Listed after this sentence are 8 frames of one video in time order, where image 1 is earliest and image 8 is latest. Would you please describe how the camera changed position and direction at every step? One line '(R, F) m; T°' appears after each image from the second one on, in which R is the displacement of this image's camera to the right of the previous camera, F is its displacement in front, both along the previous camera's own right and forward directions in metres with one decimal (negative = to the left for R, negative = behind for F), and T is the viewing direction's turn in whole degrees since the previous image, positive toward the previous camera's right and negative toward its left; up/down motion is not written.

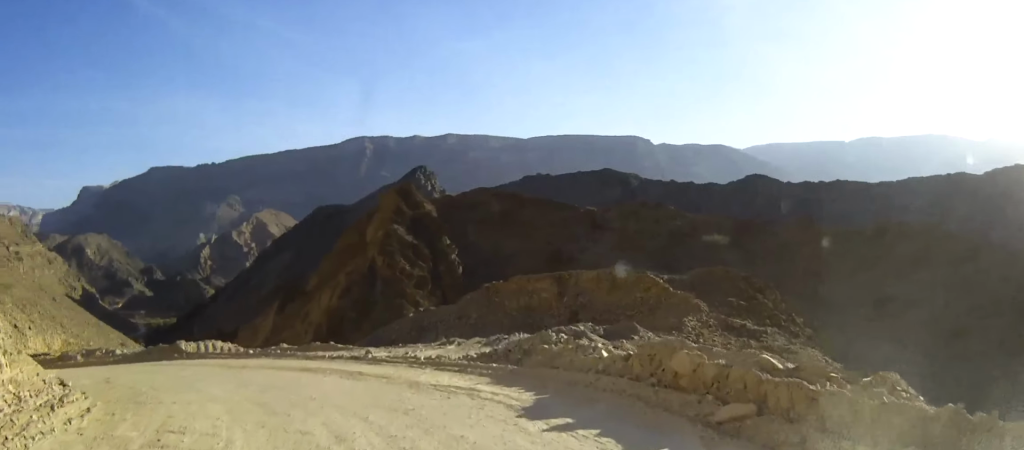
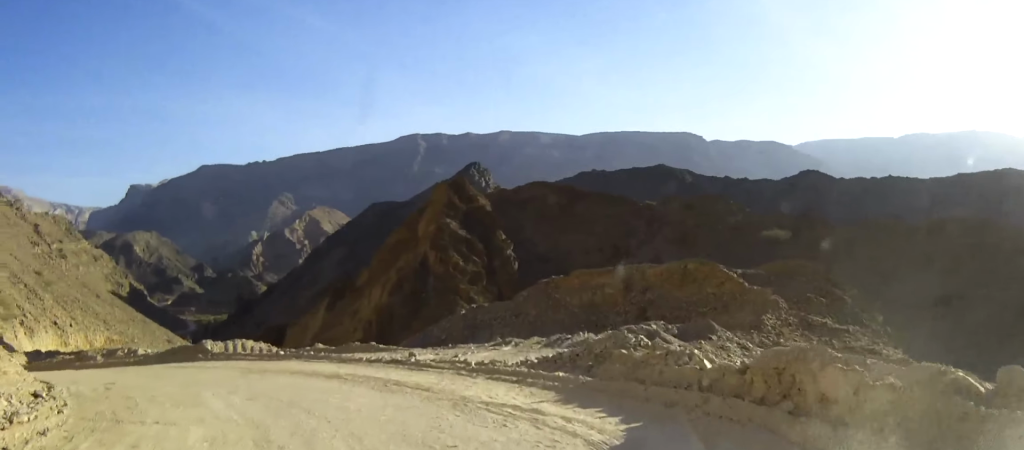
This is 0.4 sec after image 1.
(-0.1, +3.4) m; -4°
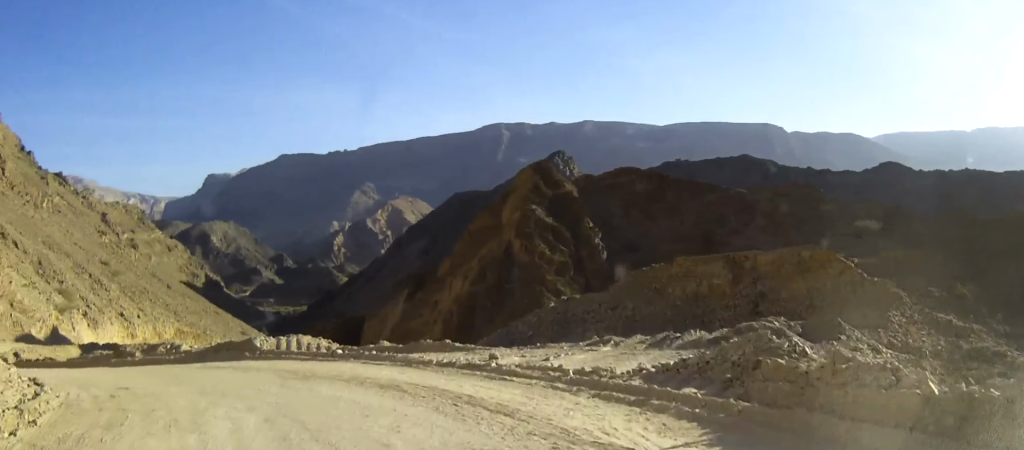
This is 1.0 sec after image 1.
(0.0, +4.2) m; -7°
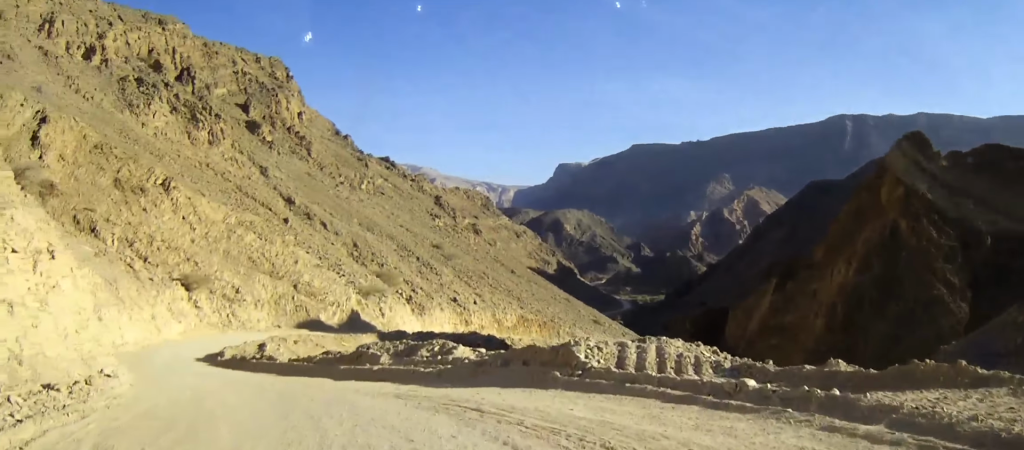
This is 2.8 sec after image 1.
(-3.6, +11.7) m; -32°
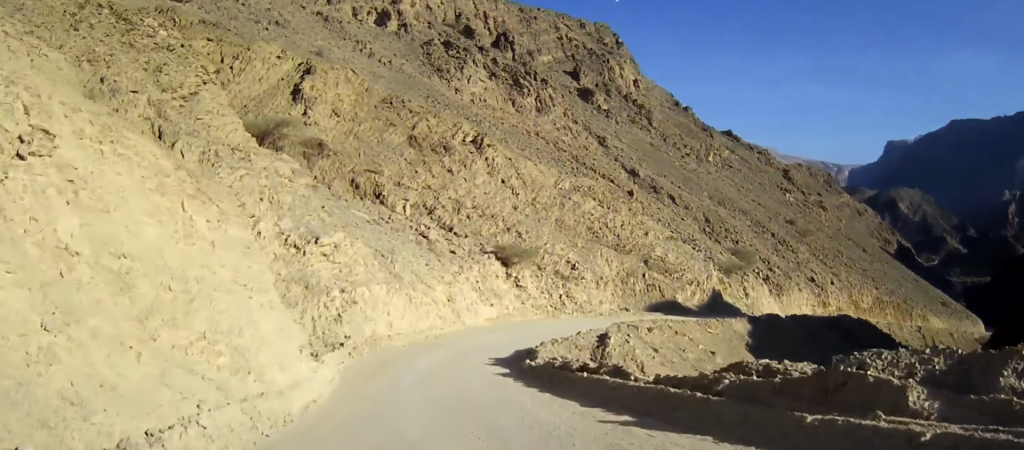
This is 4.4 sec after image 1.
(-2.8, +12.2) m; -23°
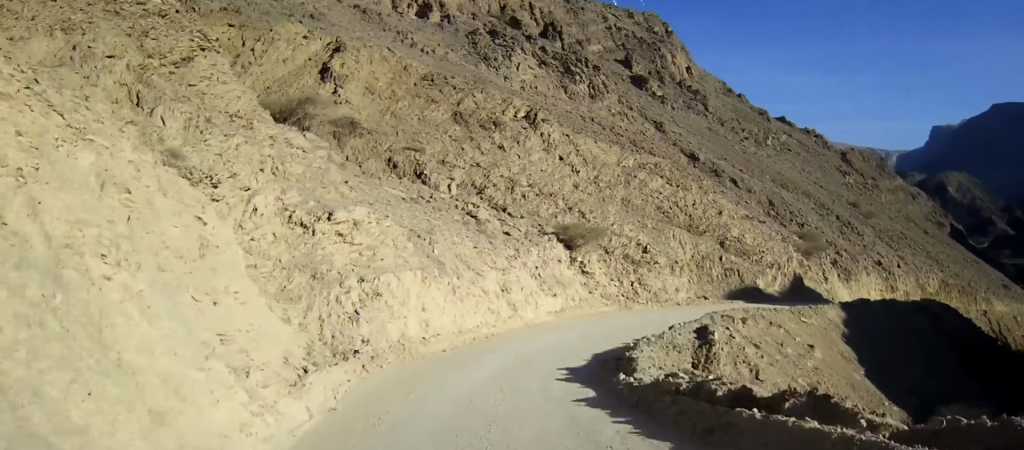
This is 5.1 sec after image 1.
(-0.4, +6.1) m; -5°
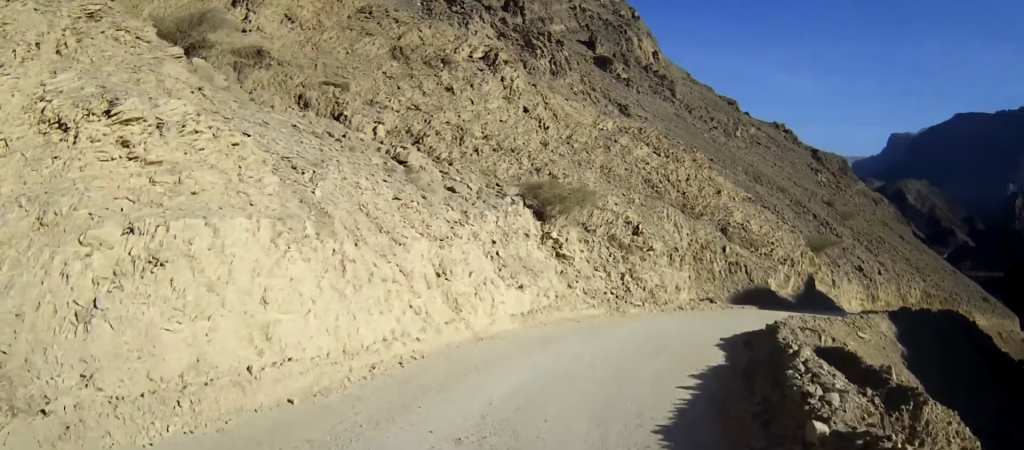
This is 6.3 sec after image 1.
(-0.1, +12.3) m; +3°
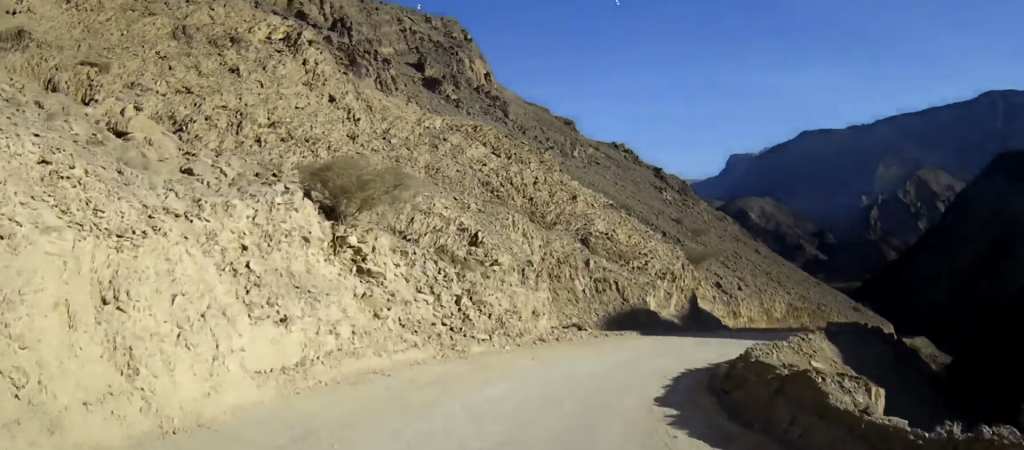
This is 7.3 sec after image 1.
(+0.6, +10.2) m; +10°
